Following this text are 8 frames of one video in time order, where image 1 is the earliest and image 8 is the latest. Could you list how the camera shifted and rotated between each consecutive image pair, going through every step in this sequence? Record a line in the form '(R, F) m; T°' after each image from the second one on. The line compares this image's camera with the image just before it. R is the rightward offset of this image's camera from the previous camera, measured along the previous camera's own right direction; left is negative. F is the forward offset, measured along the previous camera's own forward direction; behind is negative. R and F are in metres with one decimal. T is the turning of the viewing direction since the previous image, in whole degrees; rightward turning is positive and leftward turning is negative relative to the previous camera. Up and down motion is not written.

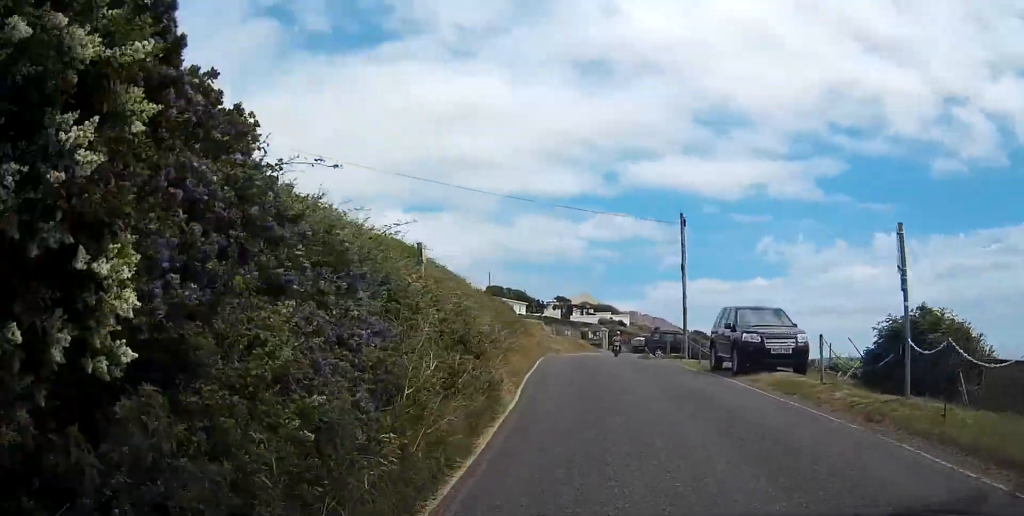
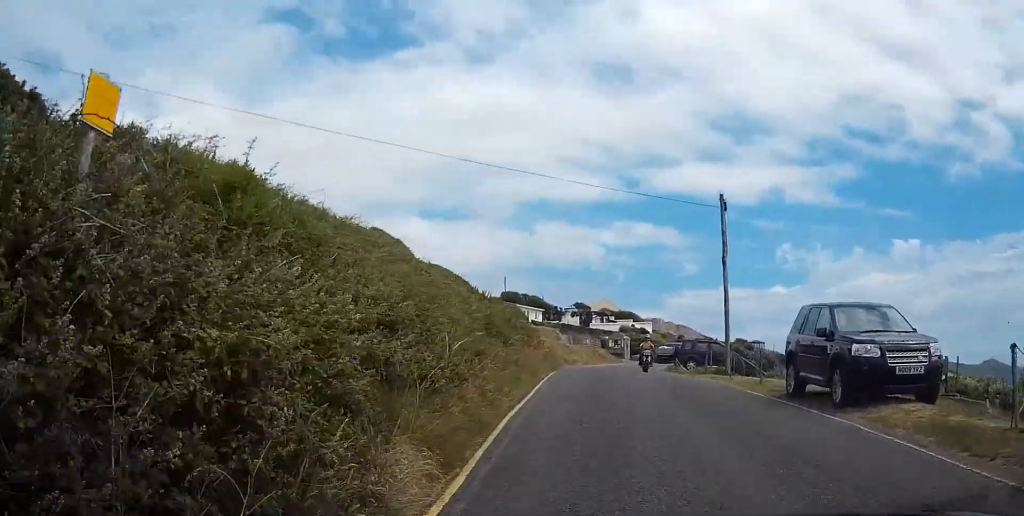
(0.0, +5.8) m; -1°
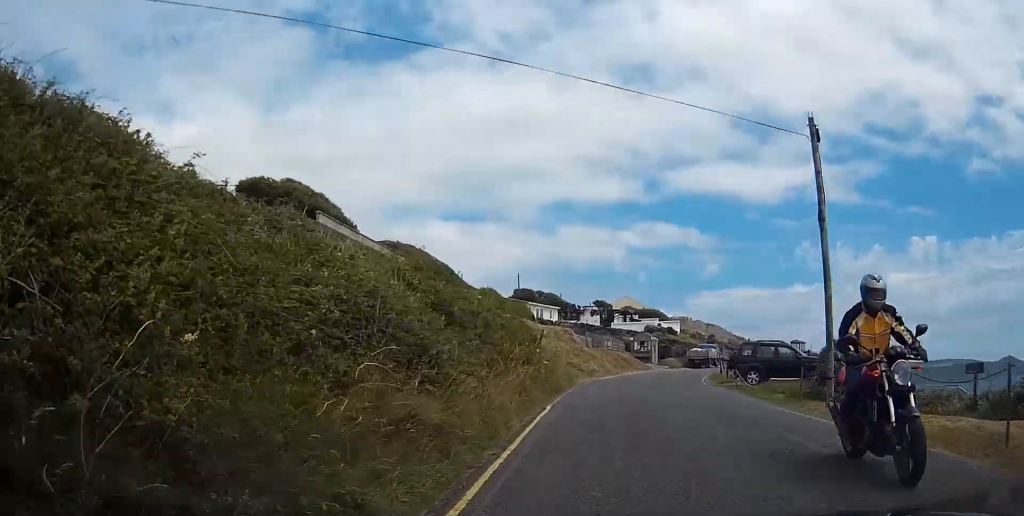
(-0.2, +9.5) m; -3°
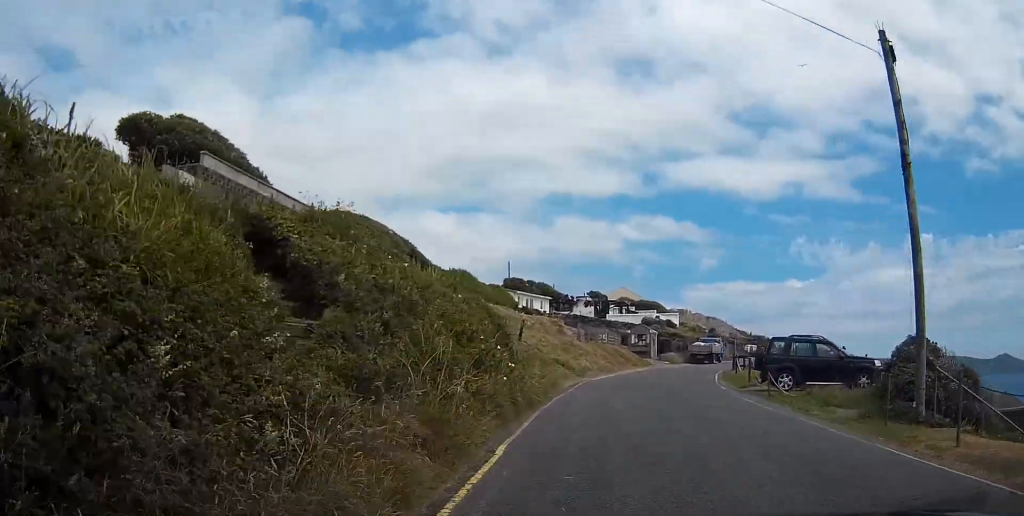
(-0.1, +5.2) m; 0°
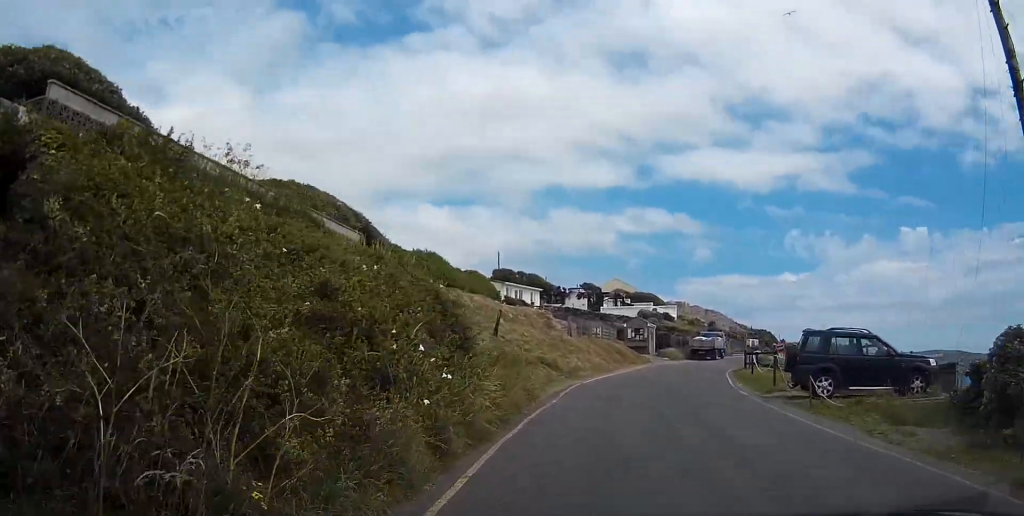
(-0.1, +4.1) m; +1°
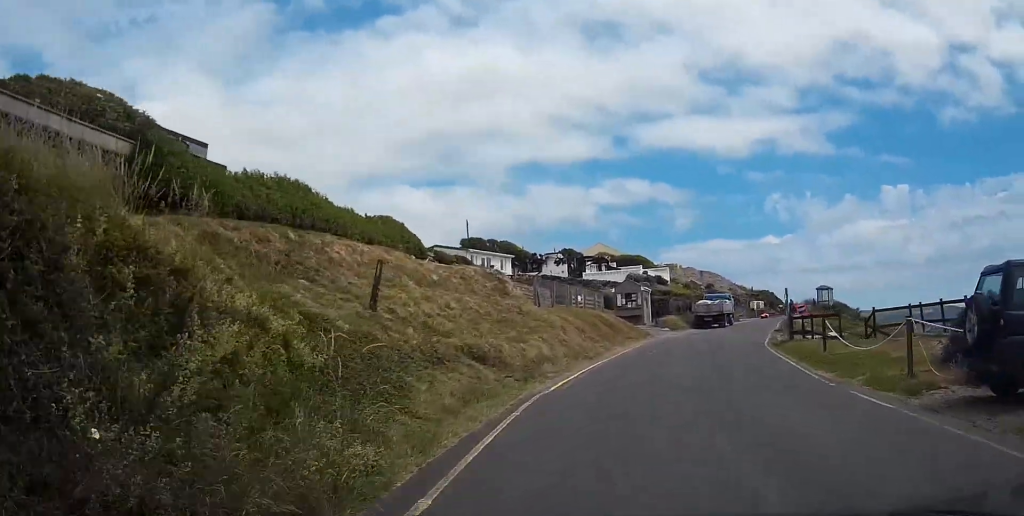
(+0.3, +9.6) m; +2°
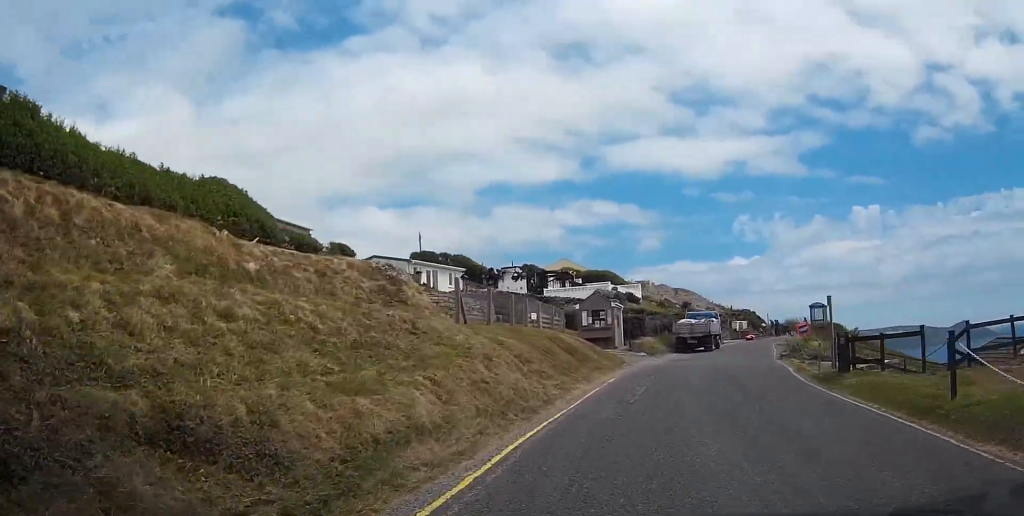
(0.0, +7.9) m; +3°
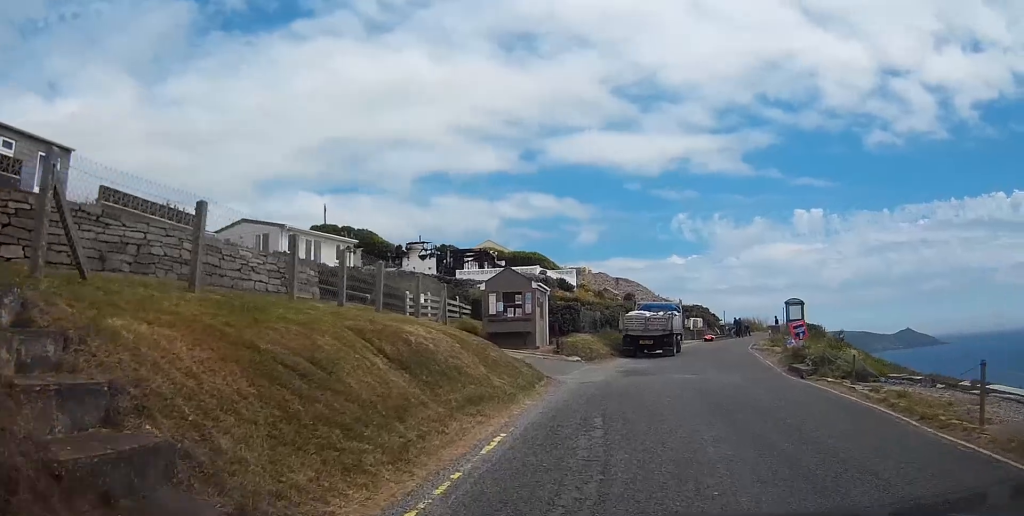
(+1.1, +12.2) m; +10°
